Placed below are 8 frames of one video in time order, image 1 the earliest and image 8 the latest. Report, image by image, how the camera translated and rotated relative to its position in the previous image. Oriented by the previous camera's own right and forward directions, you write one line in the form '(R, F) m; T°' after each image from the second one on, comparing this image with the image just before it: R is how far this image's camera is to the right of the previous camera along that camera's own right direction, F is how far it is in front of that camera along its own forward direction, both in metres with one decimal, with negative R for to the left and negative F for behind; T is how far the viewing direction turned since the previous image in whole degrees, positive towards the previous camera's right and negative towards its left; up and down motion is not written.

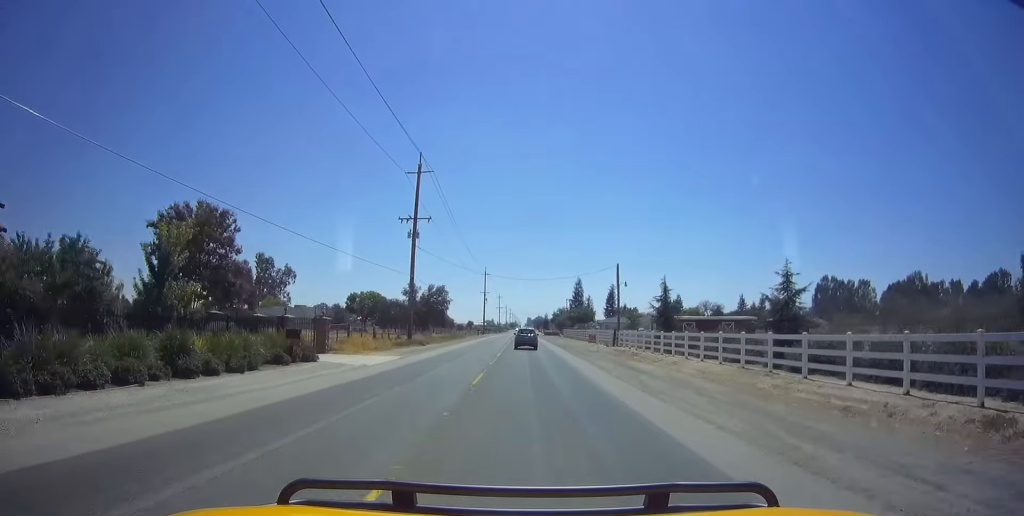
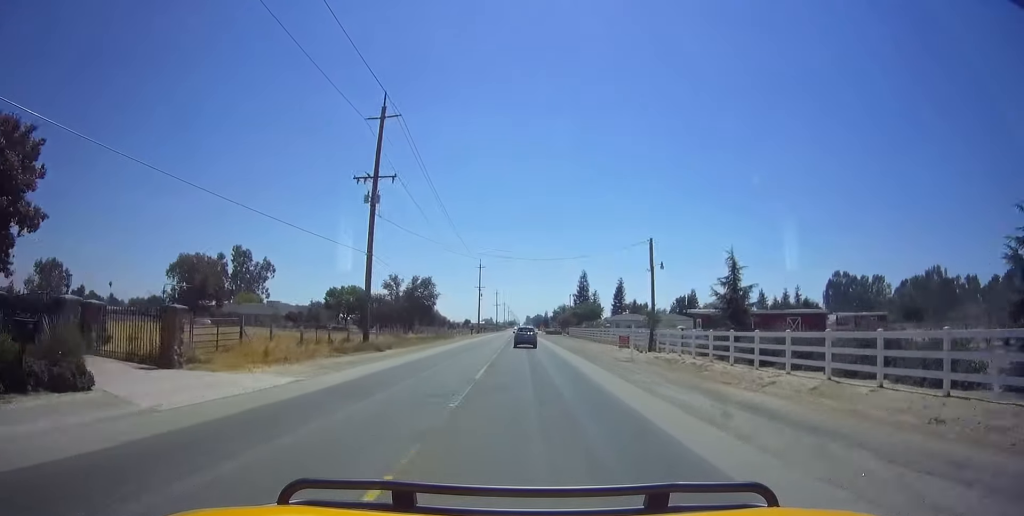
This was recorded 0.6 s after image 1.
(0.0, +13.5) m; 0°
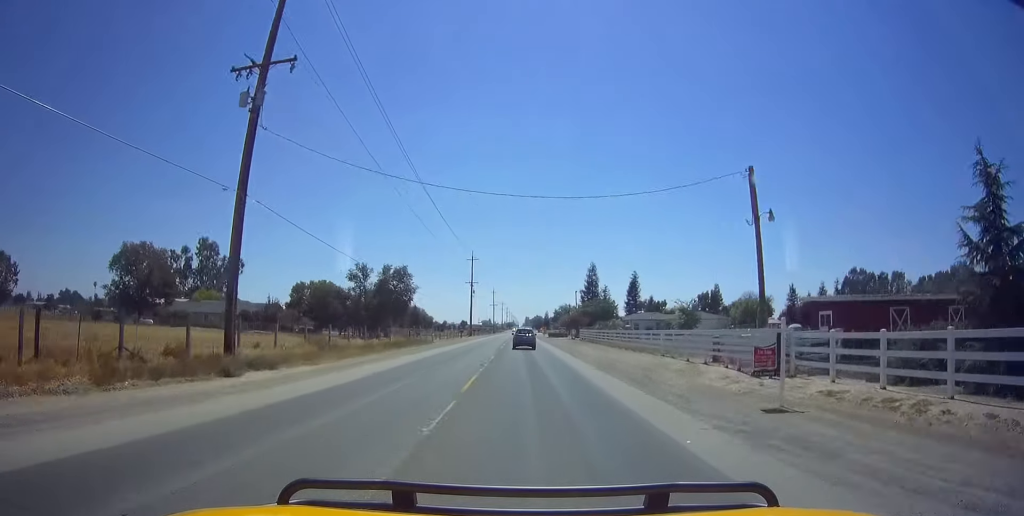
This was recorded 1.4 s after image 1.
(0.0, +17.1) m; -1°
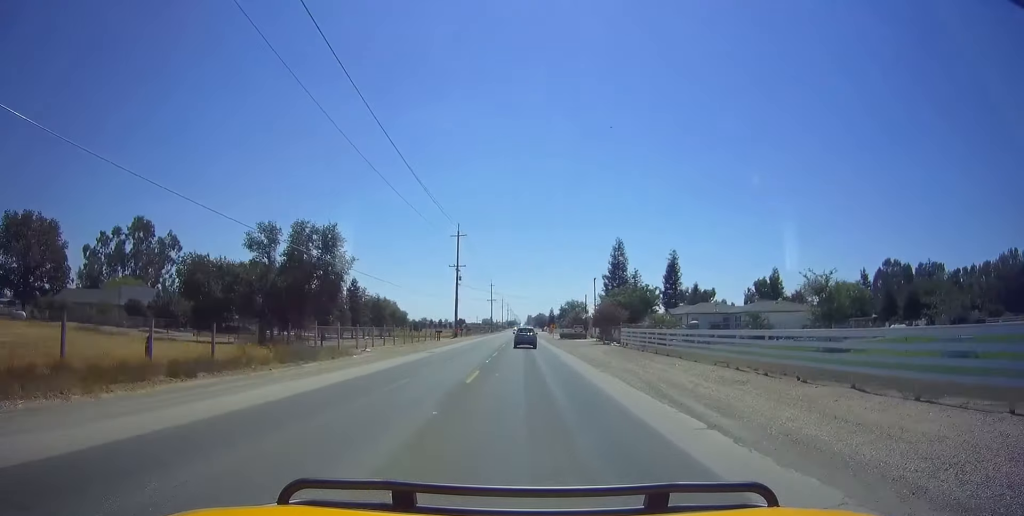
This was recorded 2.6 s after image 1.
(-0.7, +27.3) m; -1°
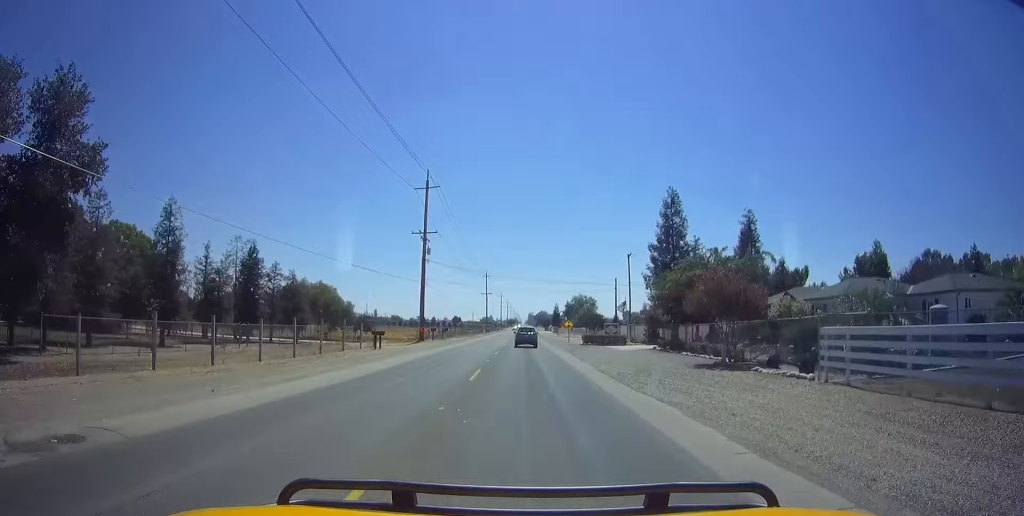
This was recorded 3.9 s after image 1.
(+0.8, +28.5) m; +2°
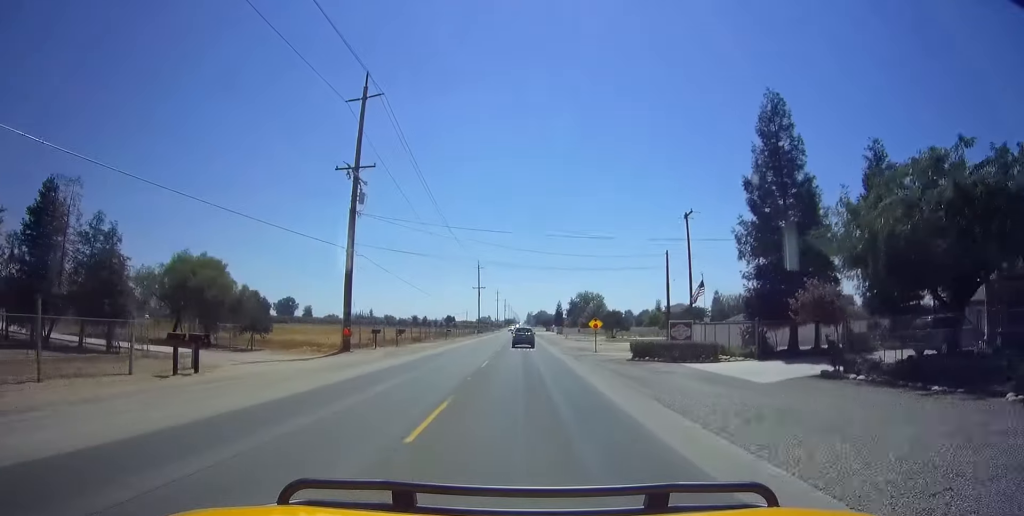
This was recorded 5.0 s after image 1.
(0.0, +22.7) m; 0°
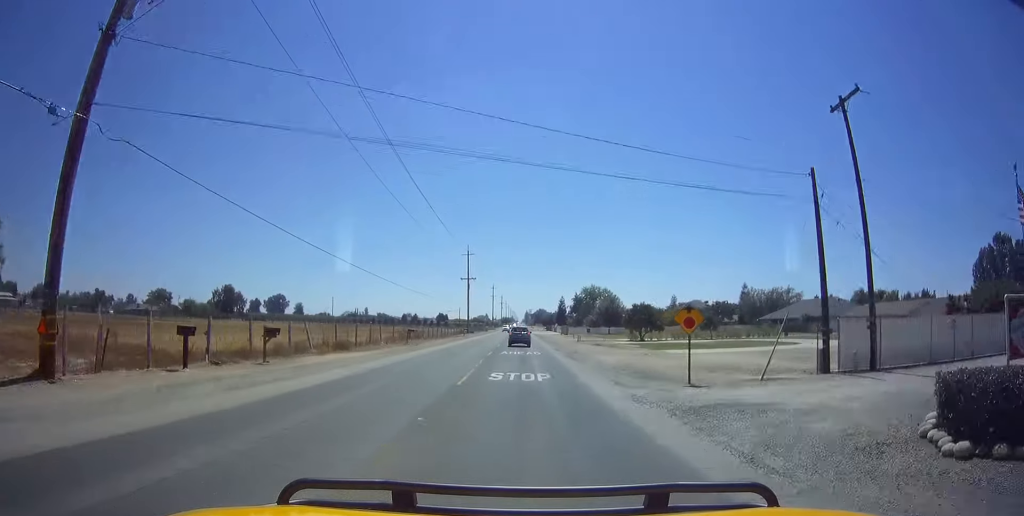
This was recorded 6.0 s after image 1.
(0.0, +21.1) m; 0°
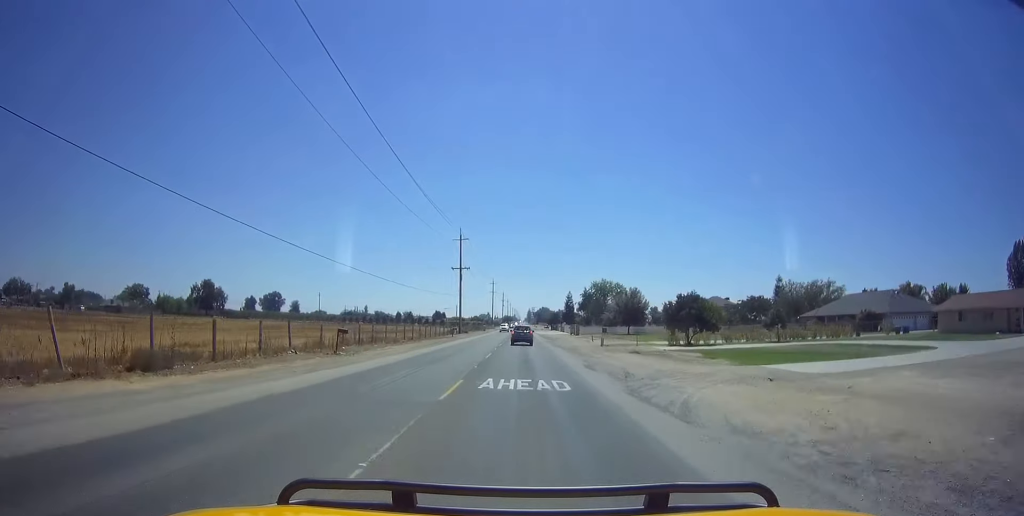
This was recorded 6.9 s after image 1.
(0.0, +17.1) m; 0°
